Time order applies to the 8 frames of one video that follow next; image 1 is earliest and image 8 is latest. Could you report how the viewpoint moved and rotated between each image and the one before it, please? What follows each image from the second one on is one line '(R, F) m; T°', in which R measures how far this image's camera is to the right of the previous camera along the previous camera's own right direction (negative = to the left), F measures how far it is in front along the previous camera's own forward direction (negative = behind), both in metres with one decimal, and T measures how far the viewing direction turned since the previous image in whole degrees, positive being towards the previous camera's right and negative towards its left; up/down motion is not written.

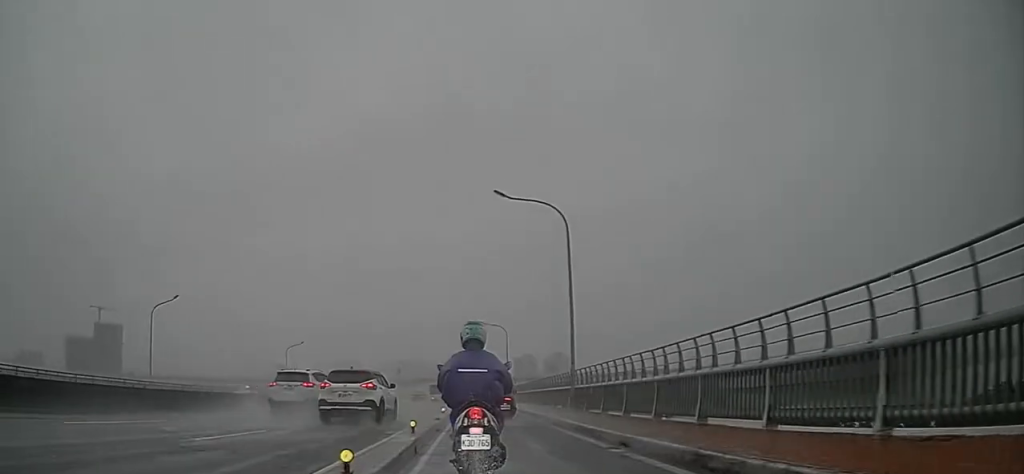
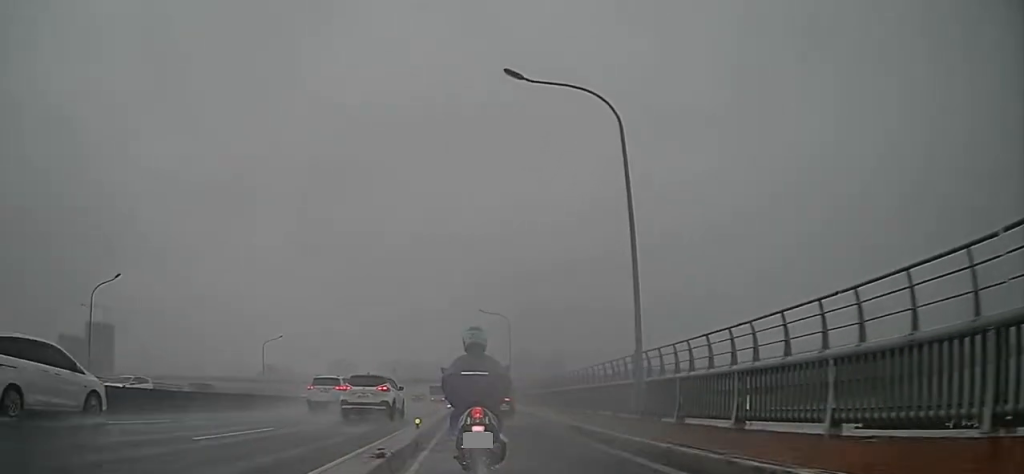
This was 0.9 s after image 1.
(0.0, +8.8) m; 0°
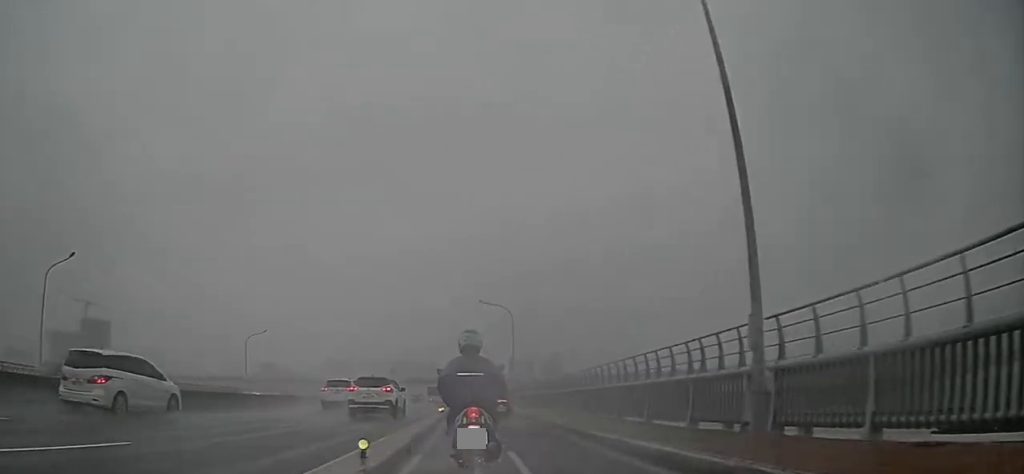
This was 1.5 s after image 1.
(0.0, +5.6) m; 0°
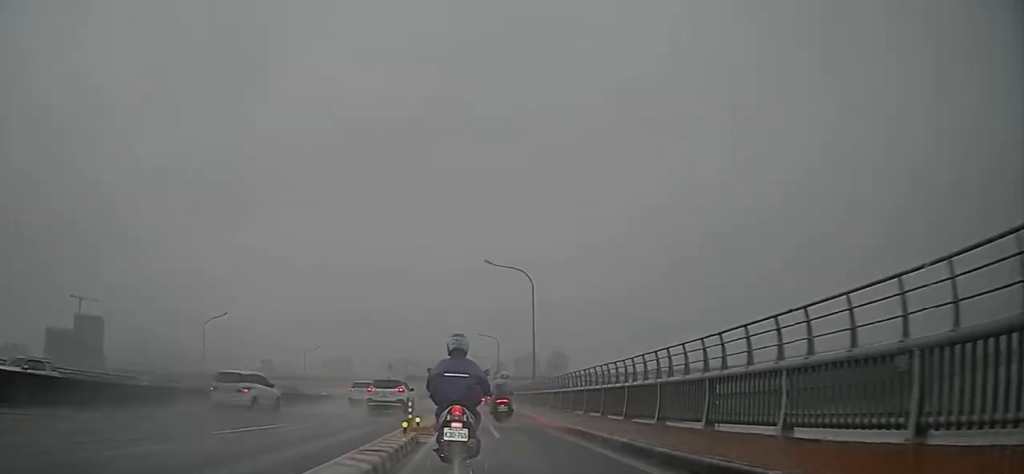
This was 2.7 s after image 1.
(0.0, +12.7) m; +1°
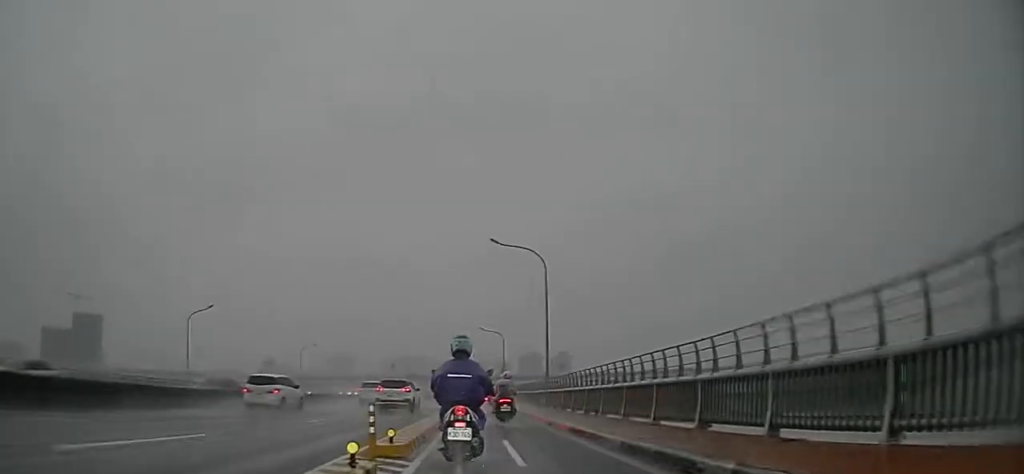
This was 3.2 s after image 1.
(0.0, +4.4) m; +1°
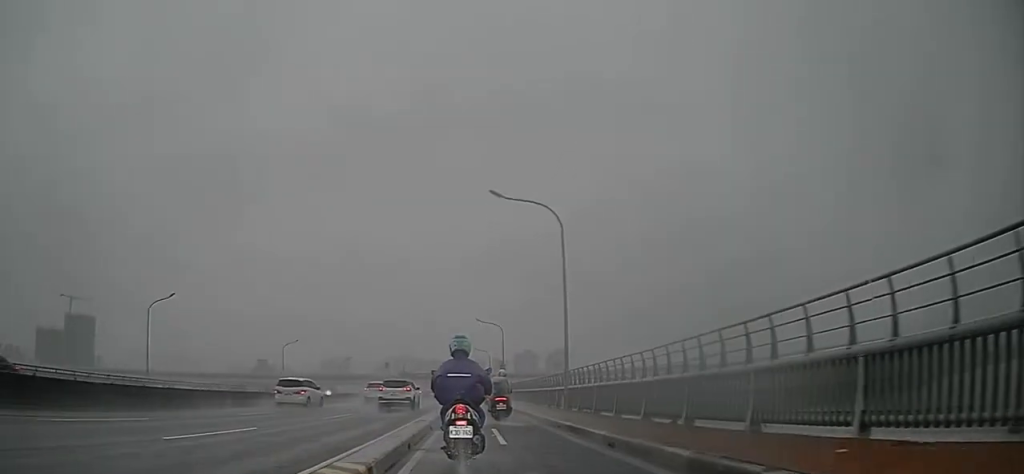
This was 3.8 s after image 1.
(+0.1, +6.9) m; +1°
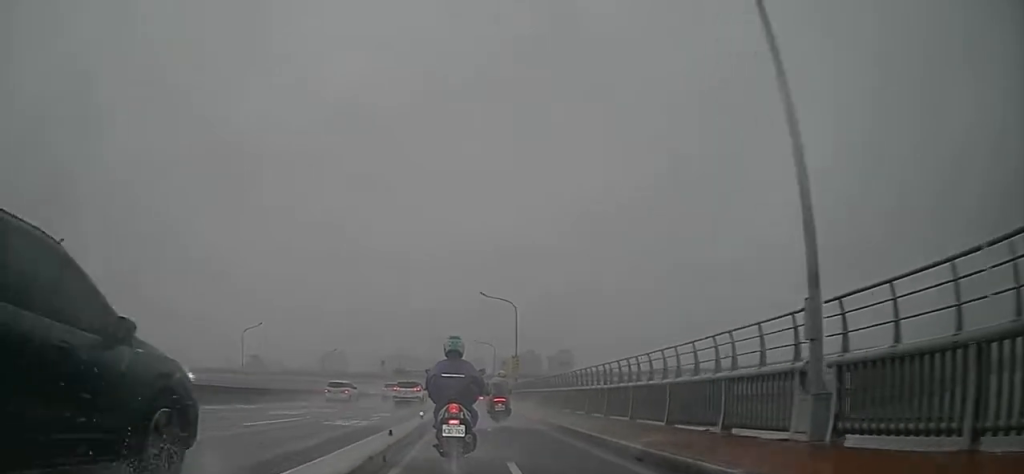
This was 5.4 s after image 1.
(-0.1, +16.7) m; -1°
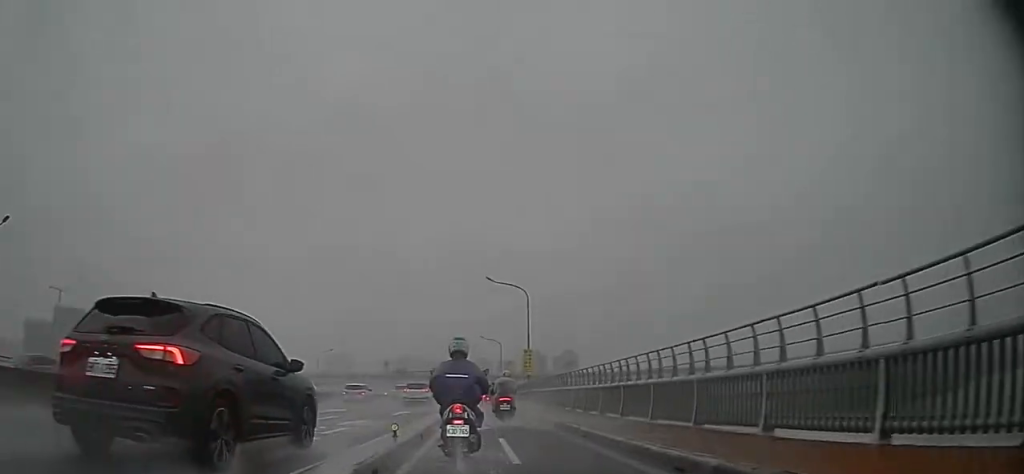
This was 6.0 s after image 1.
(+0.1, +6.3) m; 0°
